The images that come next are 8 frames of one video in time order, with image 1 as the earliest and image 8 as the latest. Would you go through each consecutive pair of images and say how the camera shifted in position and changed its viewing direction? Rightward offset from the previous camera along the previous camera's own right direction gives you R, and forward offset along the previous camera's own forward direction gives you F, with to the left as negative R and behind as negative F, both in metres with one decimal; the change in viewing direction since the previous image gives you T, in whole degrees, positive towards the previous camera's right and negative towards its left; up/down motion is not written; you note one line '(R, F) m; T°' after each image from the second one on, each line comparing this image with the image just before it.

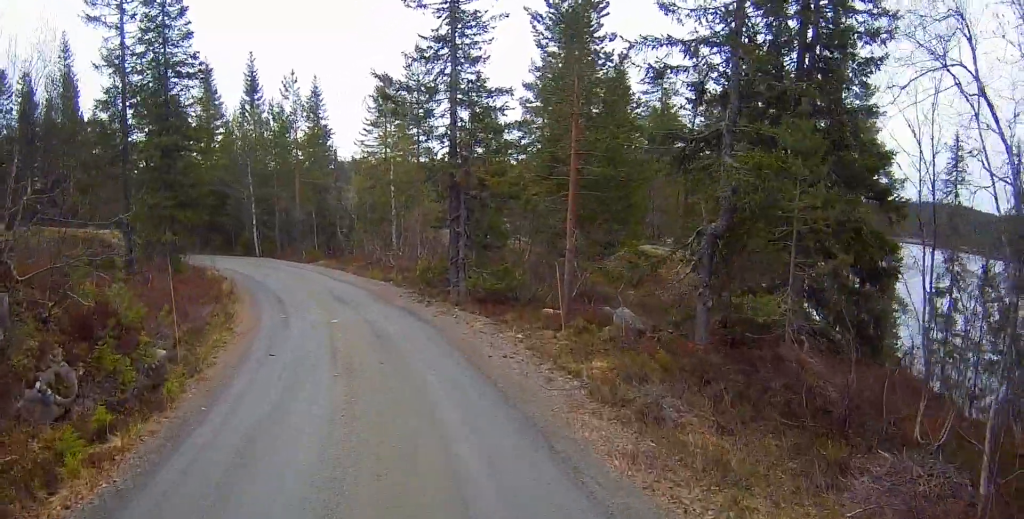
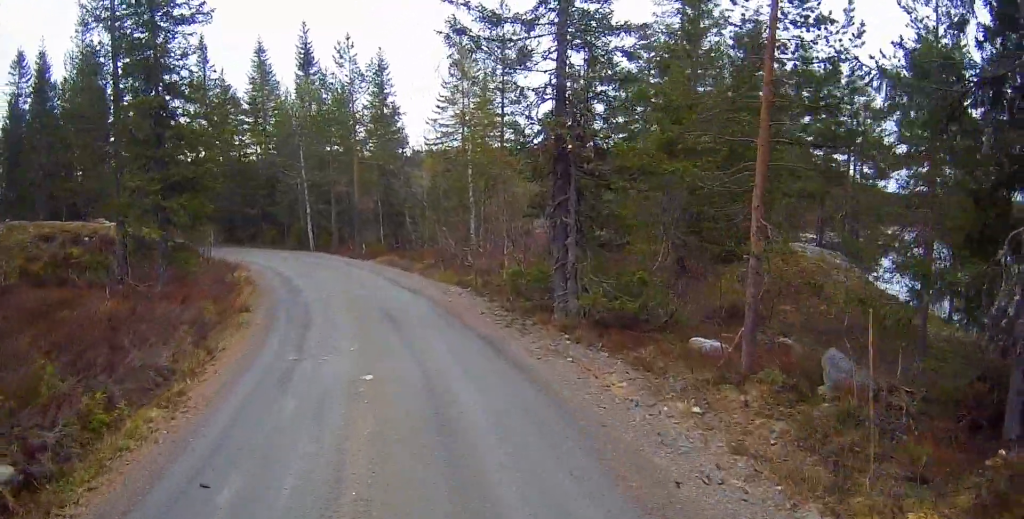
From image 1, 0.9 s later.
(-0.2, +5.8) m; -7°
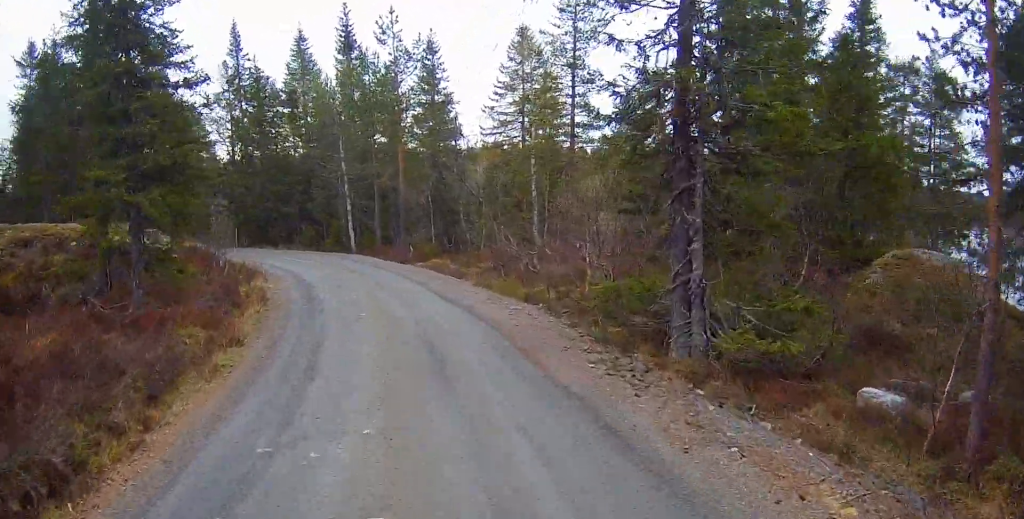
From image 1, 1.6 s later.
(-0.2, +3.9) m; -5°
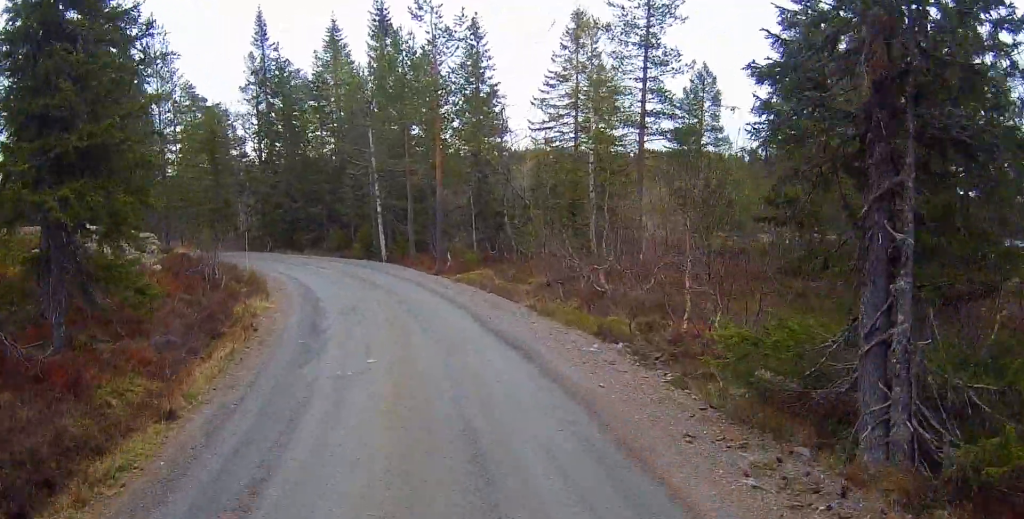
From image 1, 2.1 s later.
(-0.3, +3.7) m; -5°
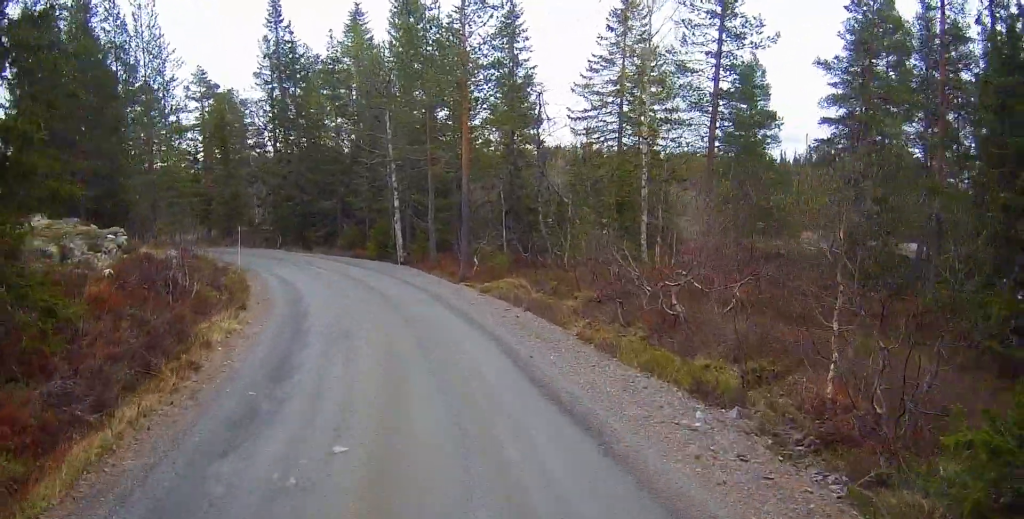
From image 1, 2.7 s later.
(-0.1, +3.7) m; -3°
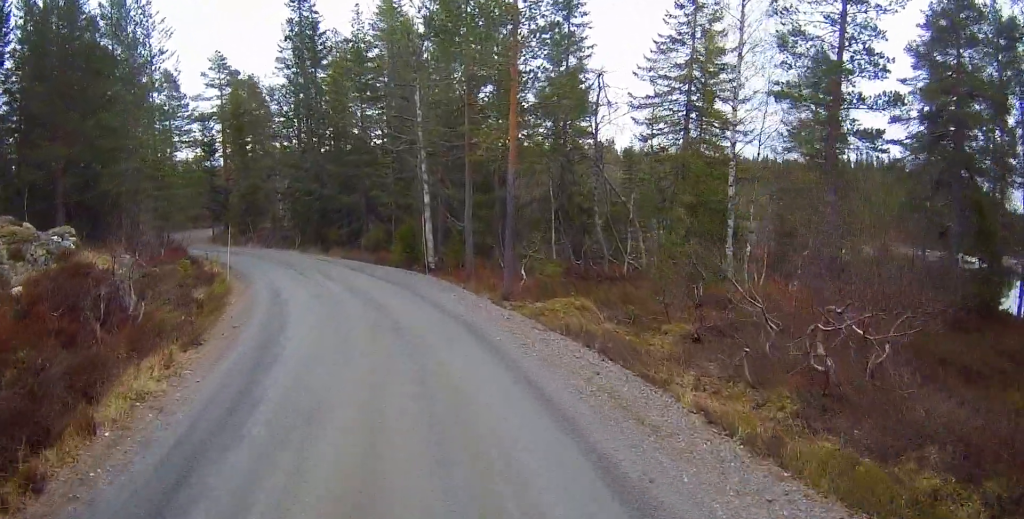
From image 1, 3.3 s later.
(0.0, +4.2) m; -3°
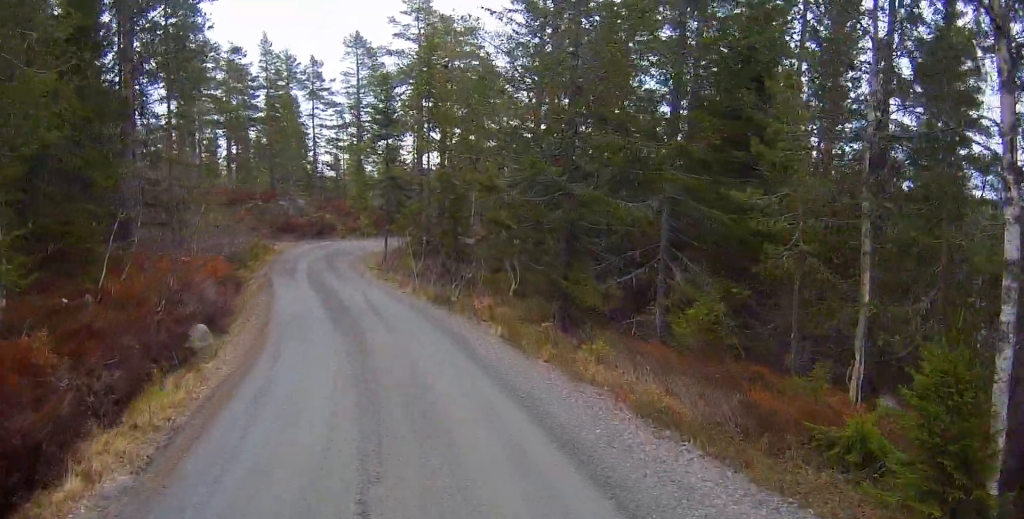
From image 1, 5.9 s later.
(-2.2, +16.8) m; -17°
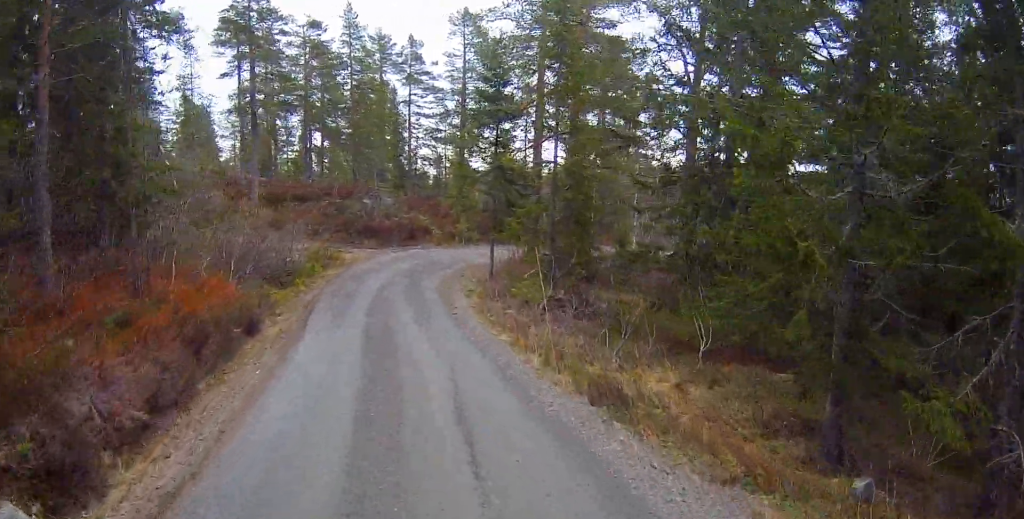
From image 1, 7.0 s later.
(-0.7, +7.8) m; -7°
